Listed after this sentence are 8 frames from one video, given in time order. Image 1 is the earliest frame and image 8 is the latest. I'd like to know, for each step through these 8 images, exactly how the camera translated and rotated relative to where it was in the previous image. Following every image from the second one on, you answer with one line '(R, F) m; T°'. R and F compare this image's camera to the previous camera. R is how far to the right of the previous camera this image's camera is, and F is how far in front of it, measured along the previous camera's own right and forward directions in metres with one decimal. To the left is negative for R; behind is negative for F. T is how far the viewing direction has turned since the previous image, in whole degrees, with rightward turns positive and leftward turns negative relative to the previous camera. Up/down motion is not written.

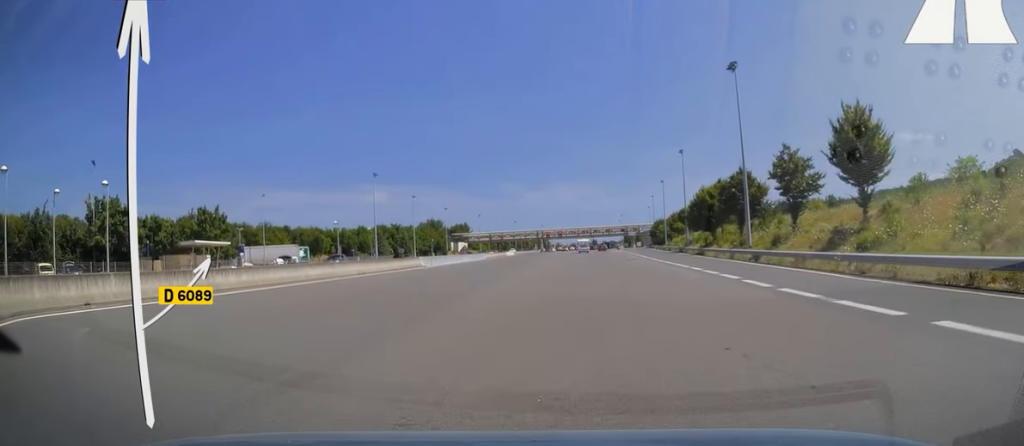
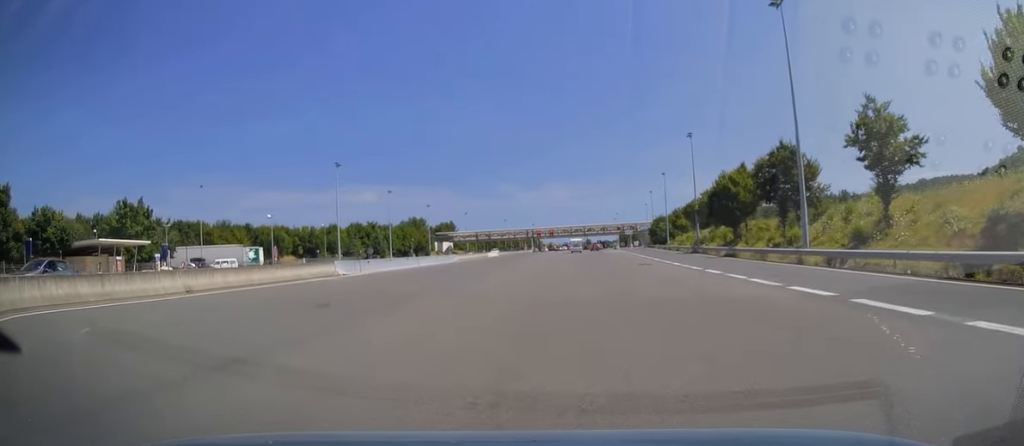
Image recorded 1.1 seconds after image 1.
(0.0, +17.9) m; +1°
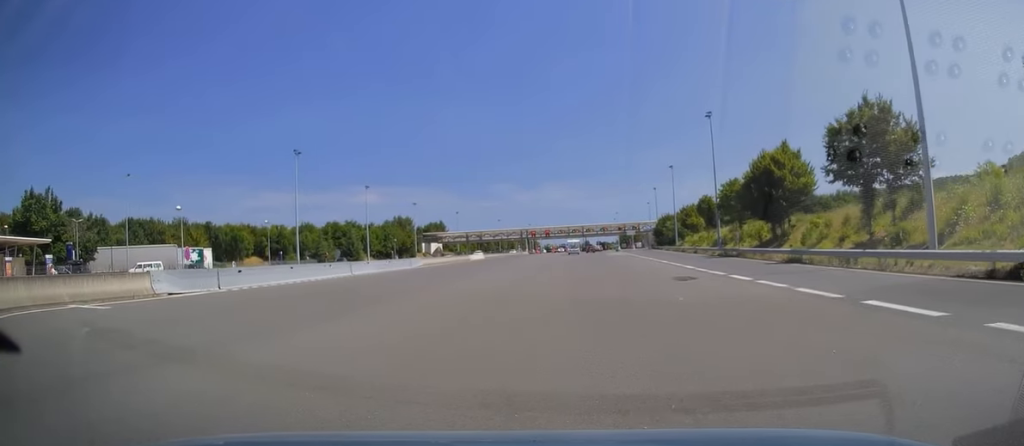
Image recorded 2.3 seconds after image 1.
(+0.2, +17.5) m; 0°
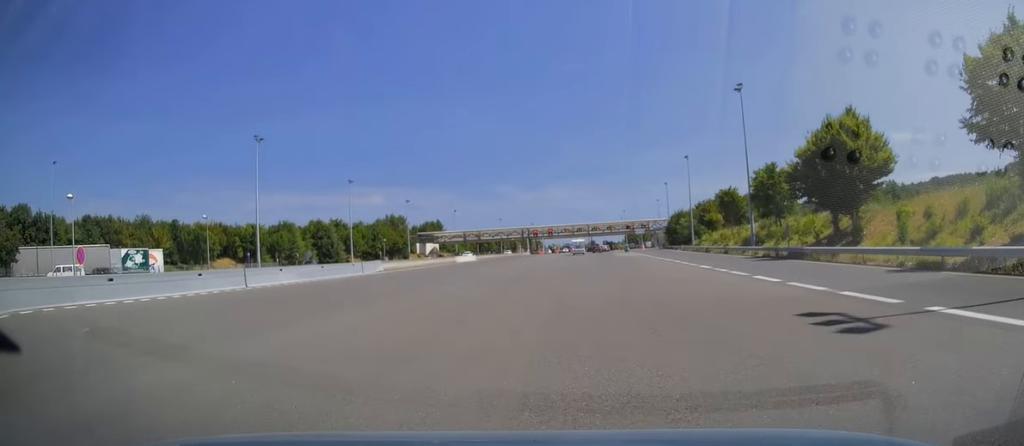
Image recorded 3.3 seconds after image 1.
(-0.1, +15.0) m; 0°
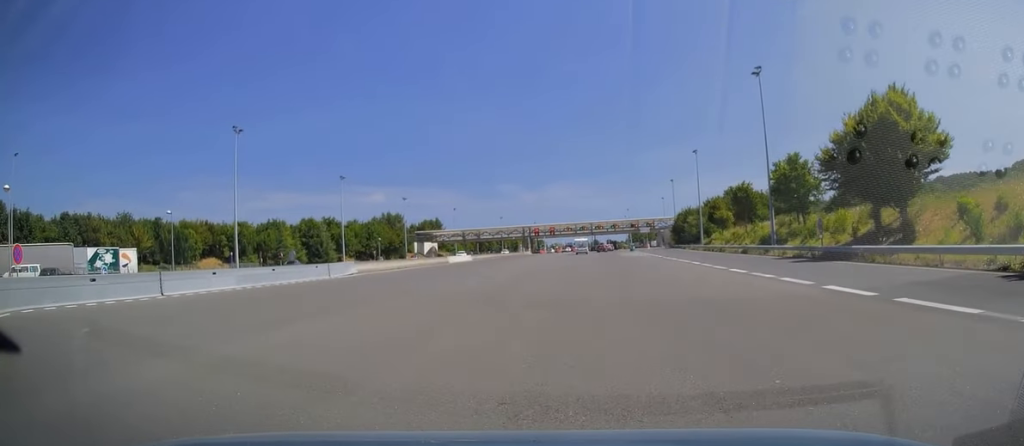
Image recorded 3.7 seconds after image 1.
(+0.1, +6.8) m; -1°
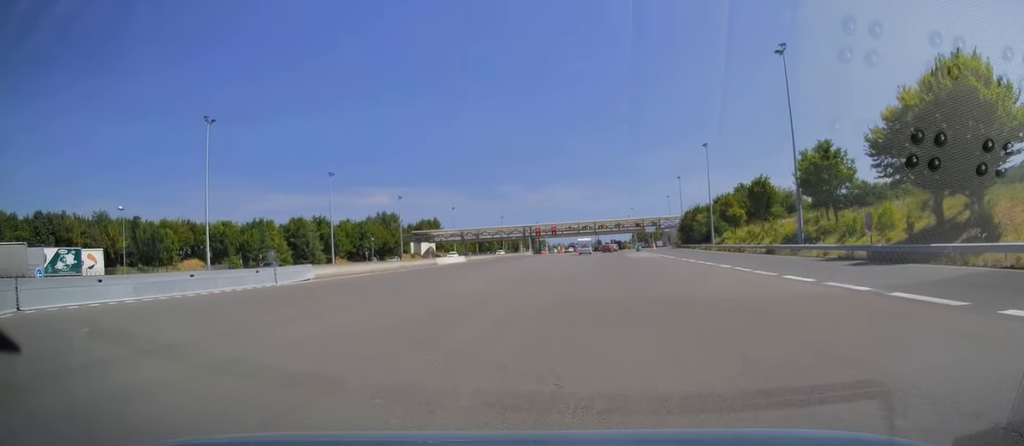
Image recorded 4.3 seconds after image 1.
(+0.2, +7.8) m; -1°
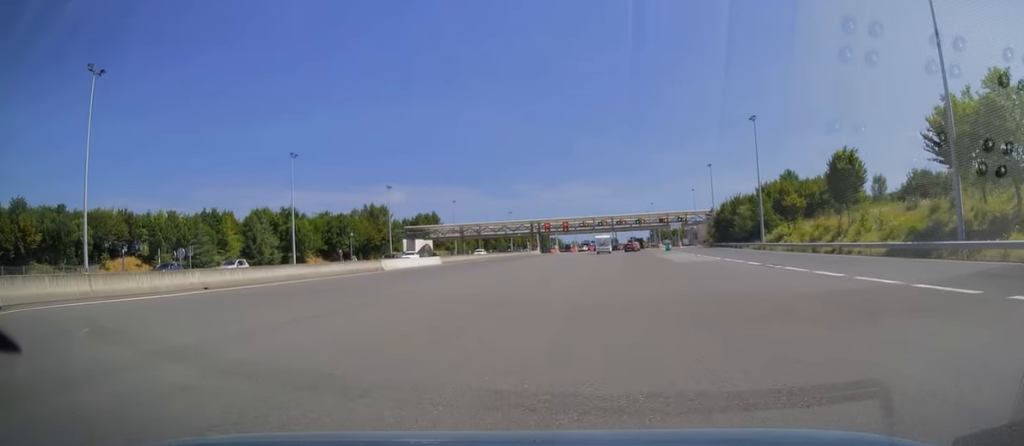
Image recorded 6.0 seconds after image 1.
(-0.8, +24.3) m; -2°
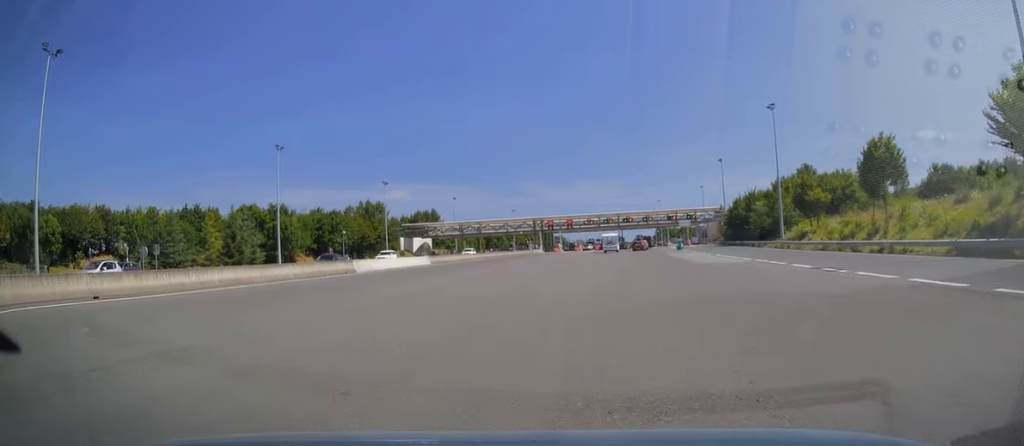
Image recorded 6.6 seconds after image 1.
(0.0, +7.2) m; 0°
